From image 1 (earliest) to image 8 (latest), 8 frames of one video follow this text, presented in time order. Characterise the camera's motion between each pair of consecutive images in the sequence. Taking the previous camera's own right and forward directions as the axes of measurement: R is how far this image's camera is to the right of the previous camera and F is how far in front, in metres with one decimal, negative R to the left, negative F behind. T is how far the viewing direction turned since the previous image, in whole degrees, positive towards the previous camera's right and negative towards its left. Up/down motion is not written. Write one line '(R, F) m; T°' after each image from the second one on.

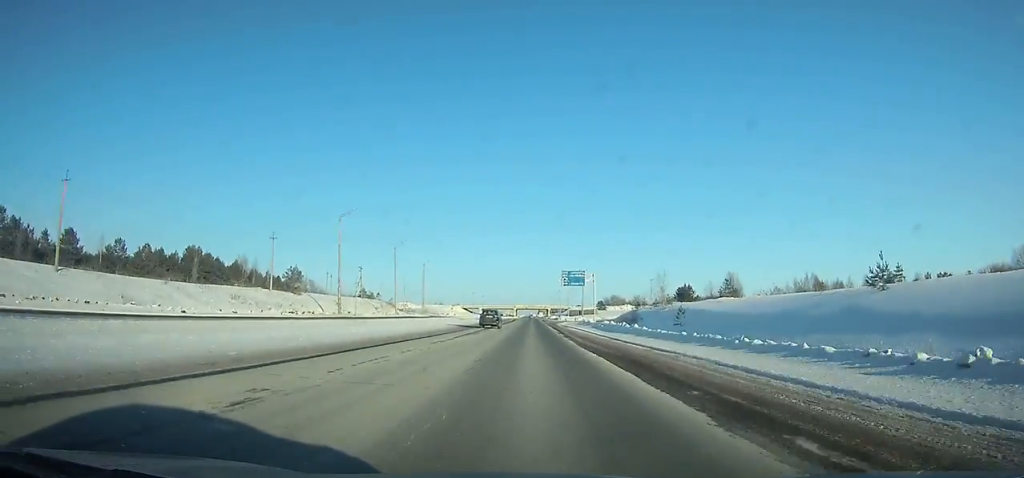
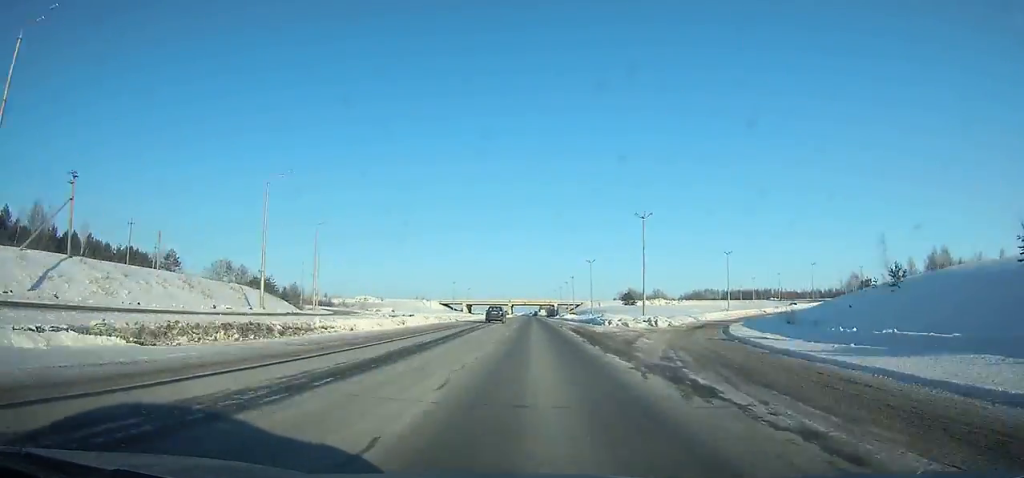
(+0.1, +103.4) m; 0°
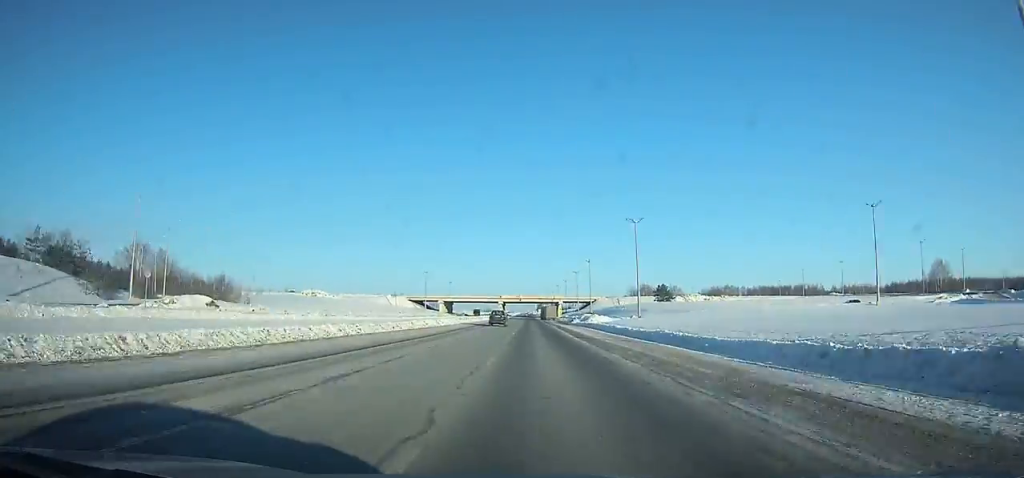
(+0.2, +72.7) m; 0°
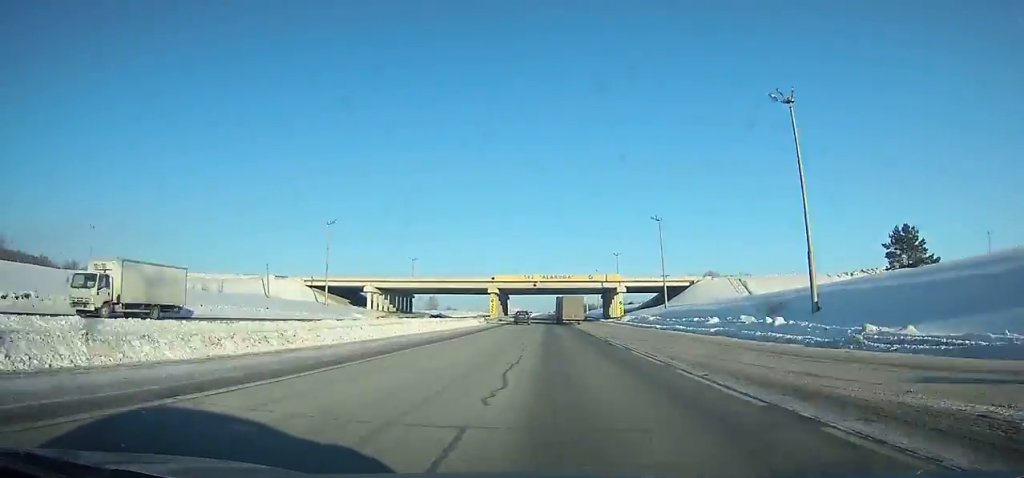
(-0.5, +126.3) m; -1°
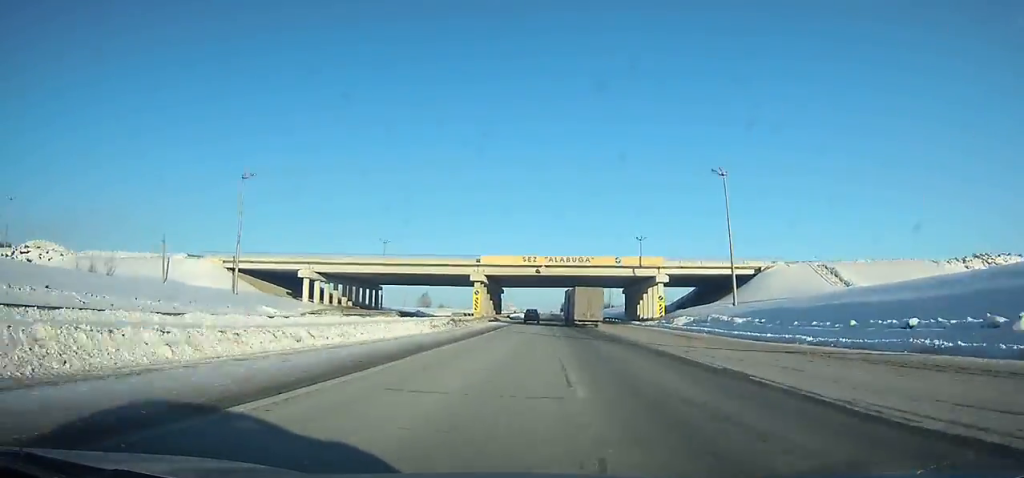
(-0.4, +35.0) m; 0°
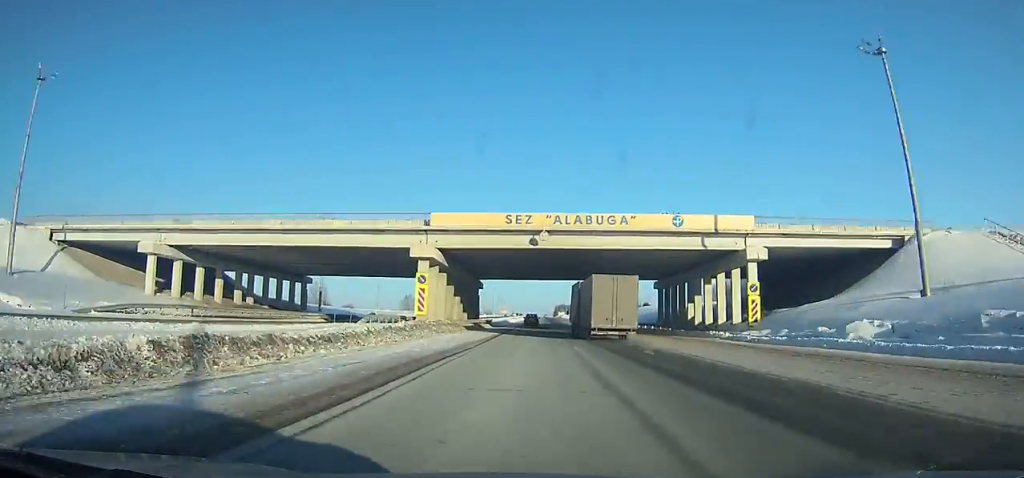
(-0.3, +34.9) m; 0°
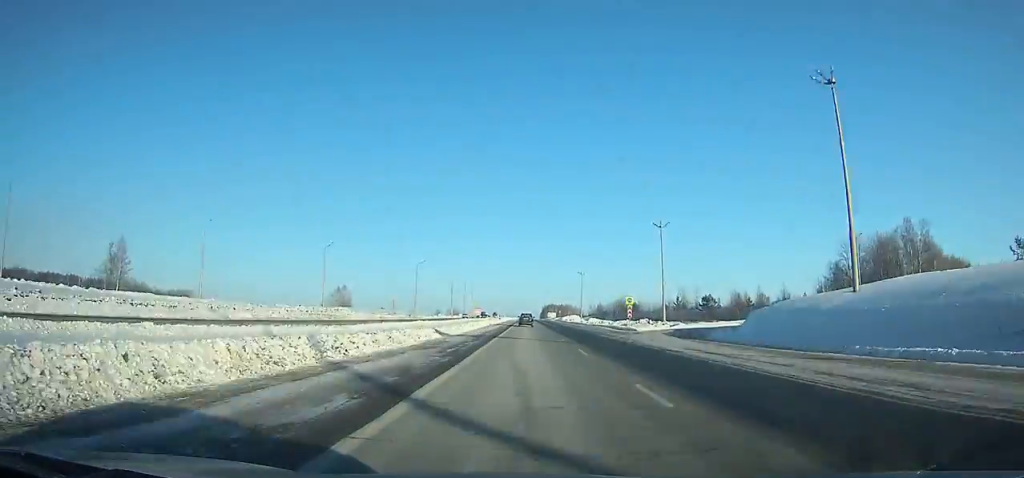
(+1.4, +121.4) m; +1°
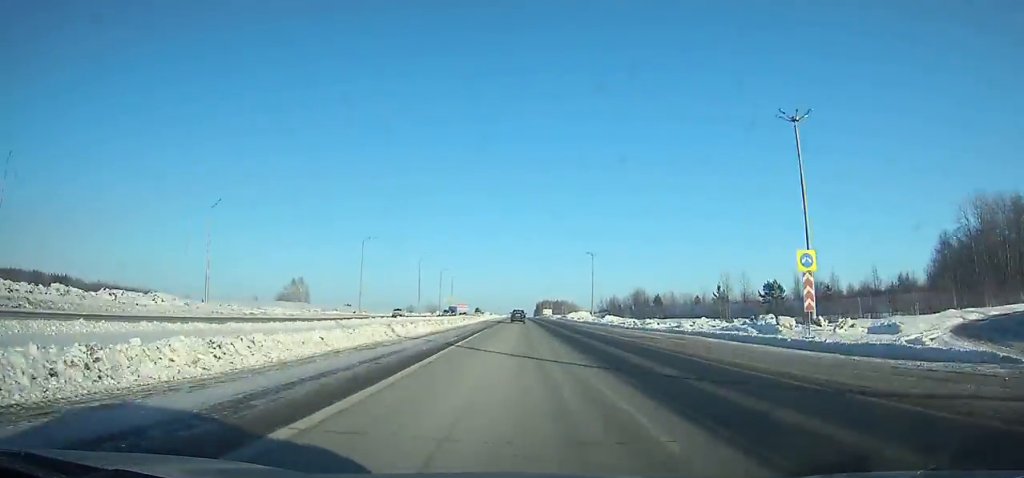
(+0.3, +50.5) m; 0°
